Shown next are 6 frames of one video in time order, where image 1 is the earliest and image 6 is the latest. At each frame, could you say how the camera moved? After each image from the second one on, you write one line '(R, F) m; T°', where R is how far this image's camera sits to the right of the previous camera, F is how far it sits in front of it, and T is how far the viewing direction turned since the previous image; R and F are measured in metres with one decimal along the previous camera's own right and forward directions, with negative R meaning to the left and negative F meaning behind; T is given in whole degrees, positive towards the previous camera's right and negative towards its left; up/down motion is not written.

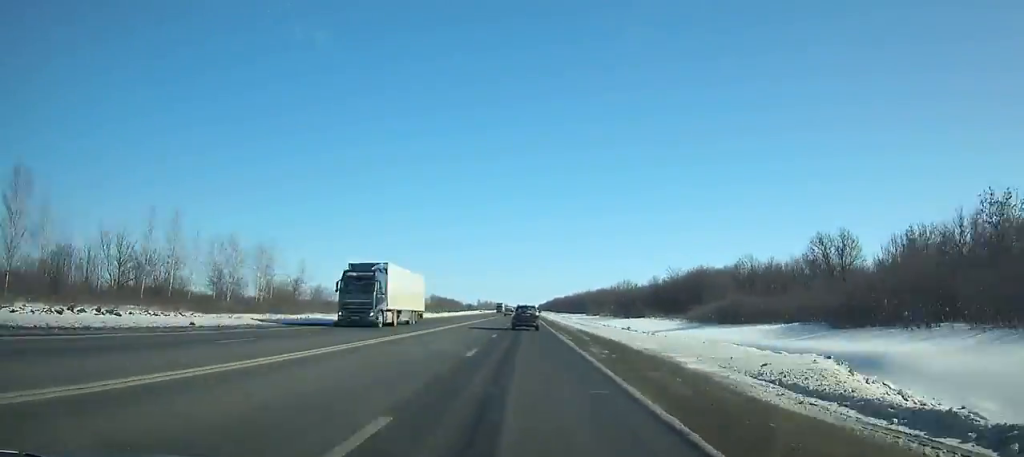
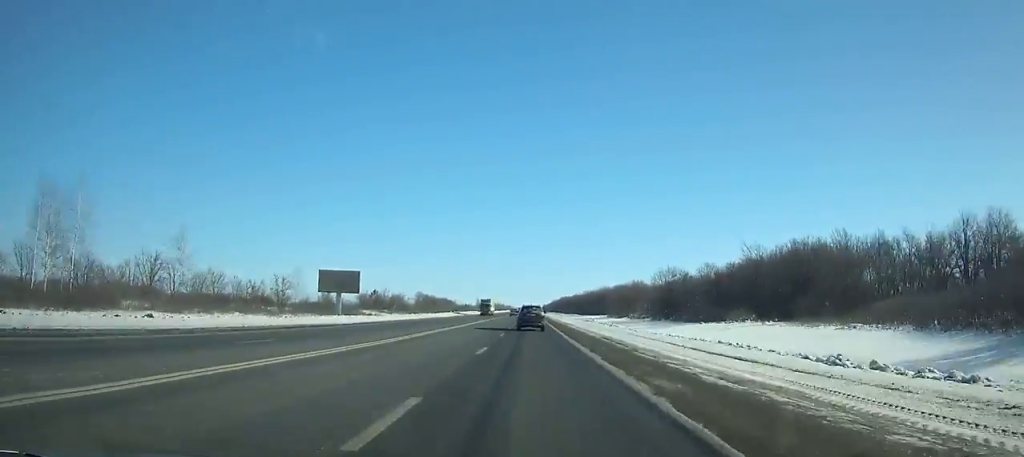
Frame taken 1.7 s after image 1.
(0.0, +45.4) m; 0°
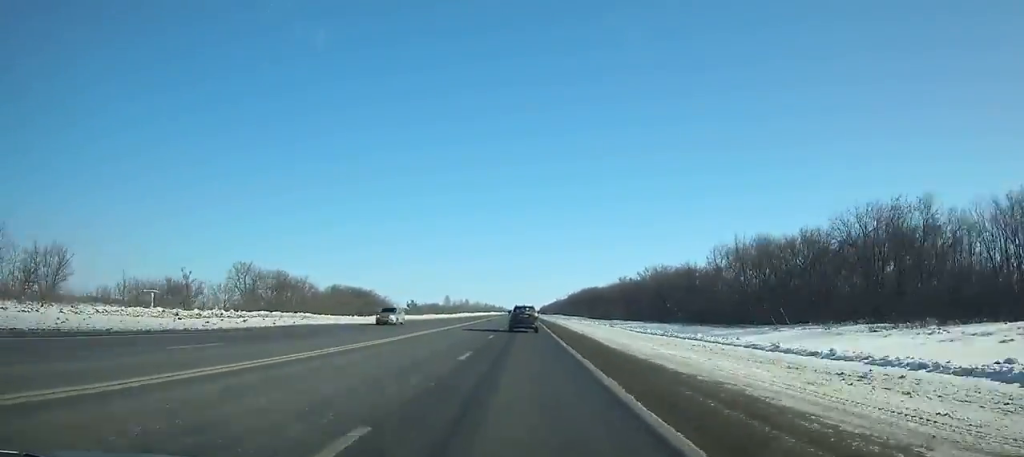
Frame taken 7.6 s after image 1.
(+0.1, +156.8) m; 0°
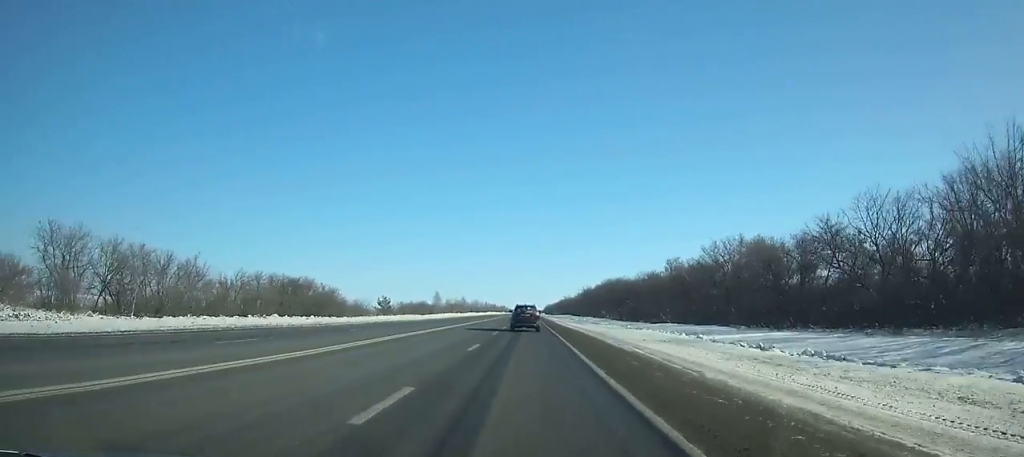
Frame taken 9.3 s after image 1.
(-0.1, +44.7) m; 0°
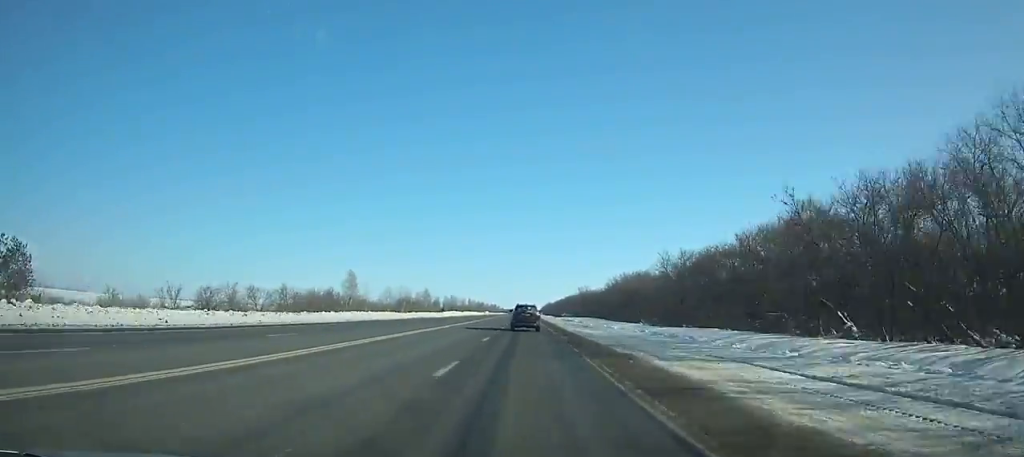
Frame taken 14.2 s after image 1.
(0.0, +127.0) m; 0°
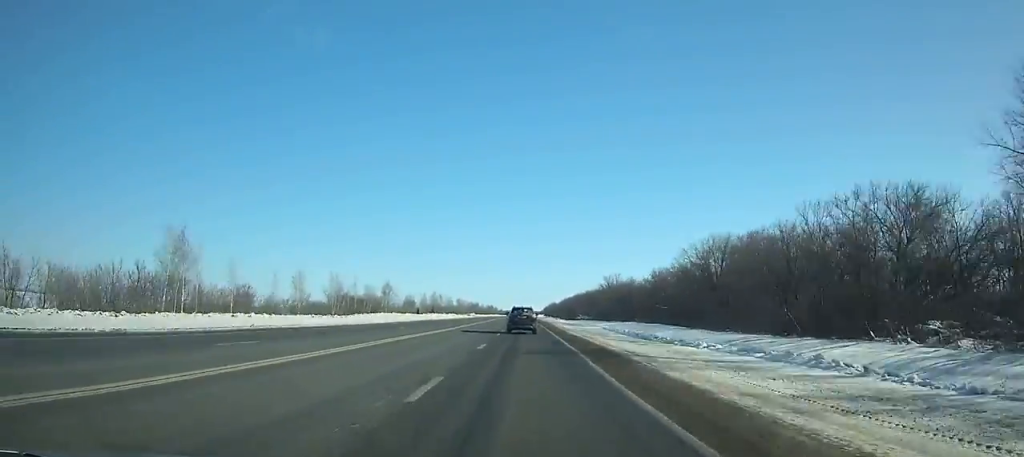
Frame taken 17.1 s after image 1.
(0.0, +74.2) m; 0°
